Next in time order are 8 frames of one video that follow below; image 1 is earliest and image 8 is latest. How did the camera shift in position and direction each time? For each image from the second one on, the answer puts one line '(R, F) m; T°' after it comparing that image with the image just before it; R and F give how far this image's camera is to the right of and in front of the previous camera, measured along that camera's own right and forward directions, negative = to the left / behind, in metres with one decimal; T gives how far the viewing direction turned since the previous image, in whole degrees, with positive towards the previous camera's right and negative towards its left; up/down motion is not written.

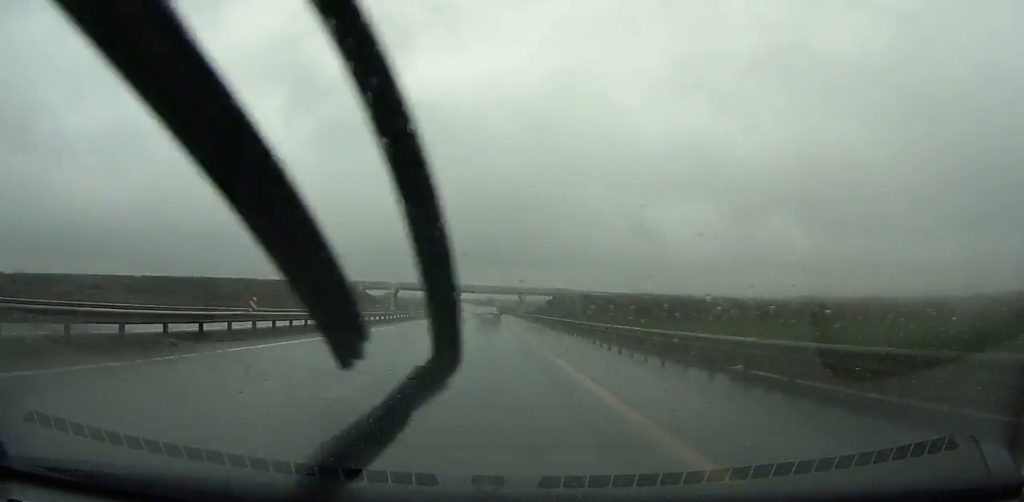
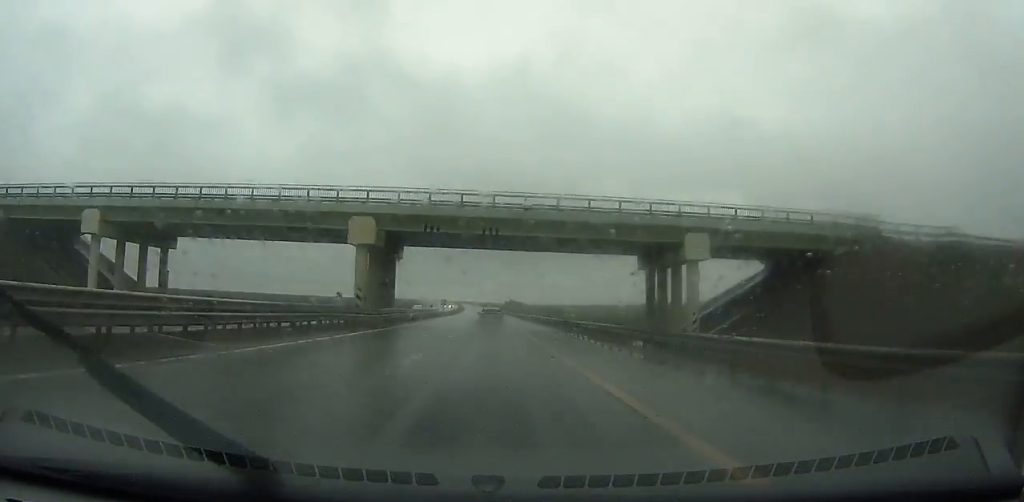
(-1.8, +151.0) m; -1°
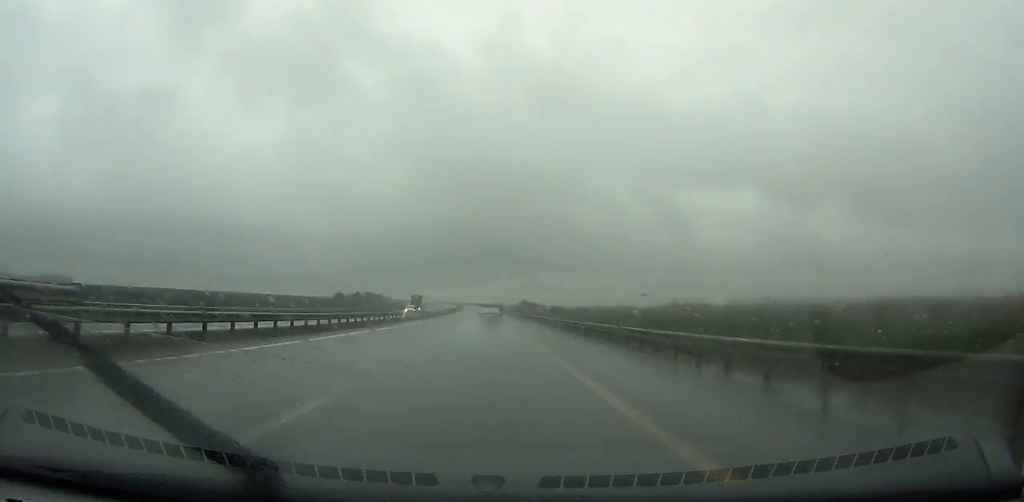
(-0.1, +79.3) m; -1°
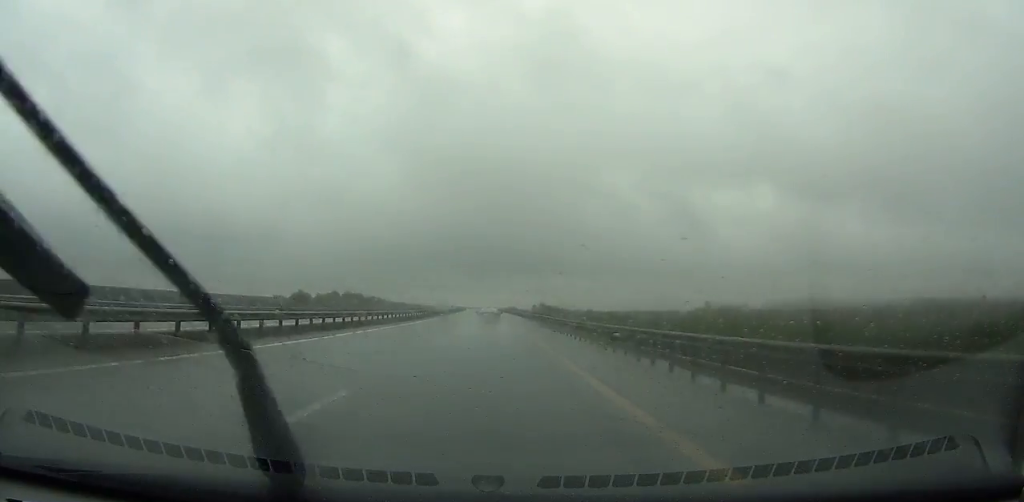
(-0.7, +83.3) m; -1°
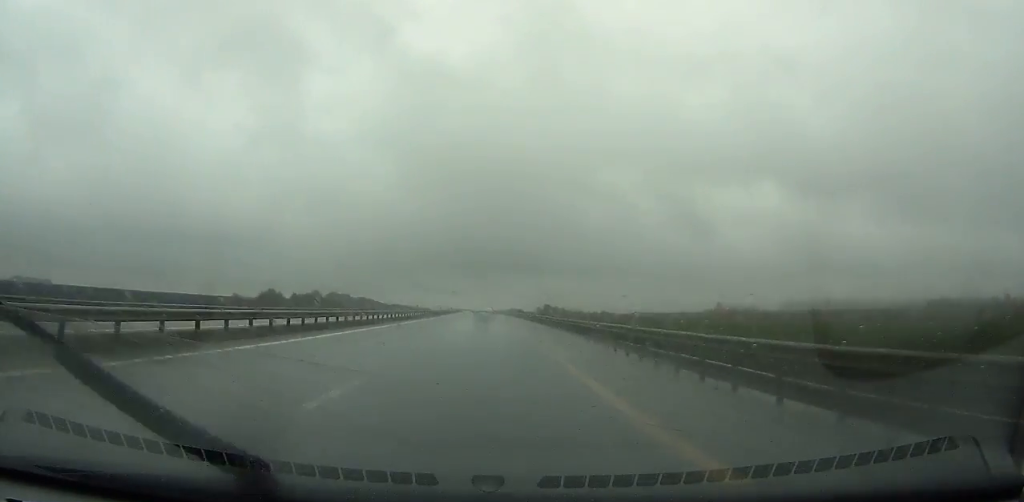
(-0.2, +34.7) m; -1°
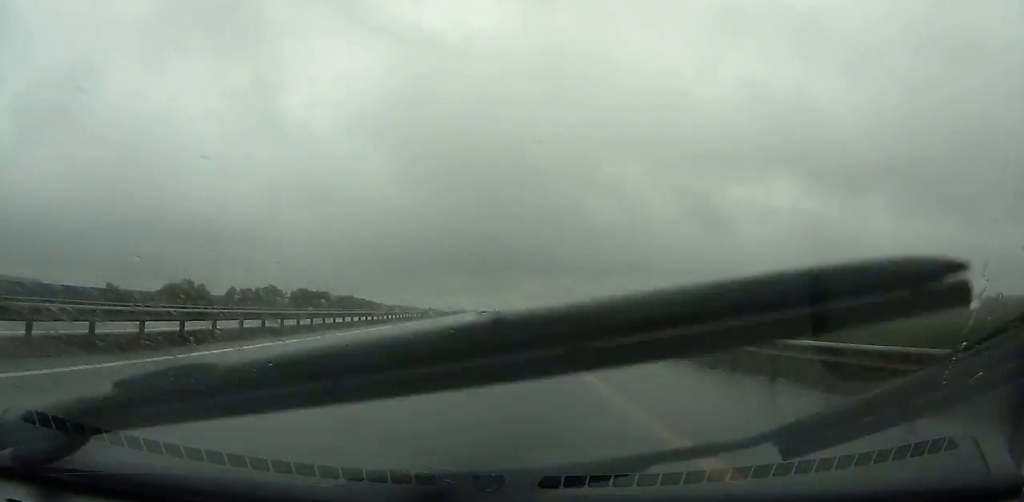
(-0.7, +69.7) m; -1°
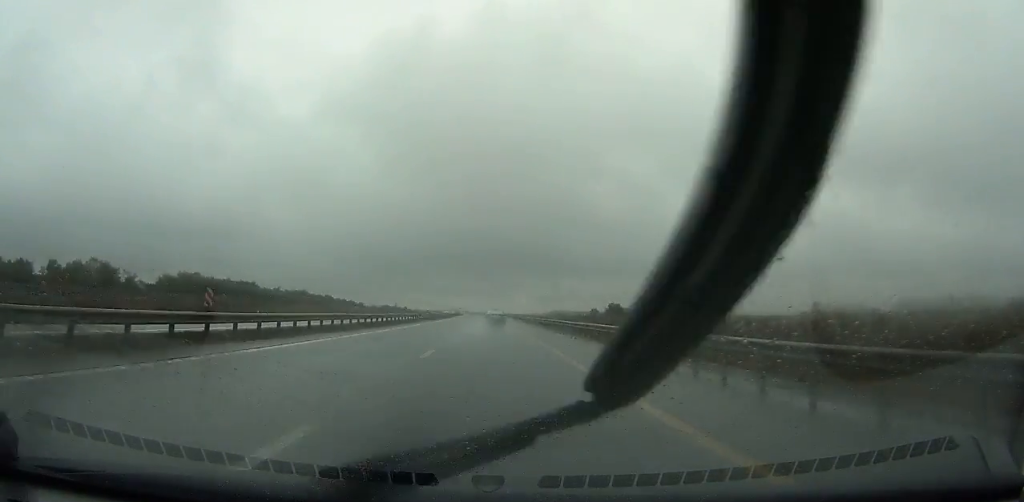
(-1.3, +102.2) m; -1°
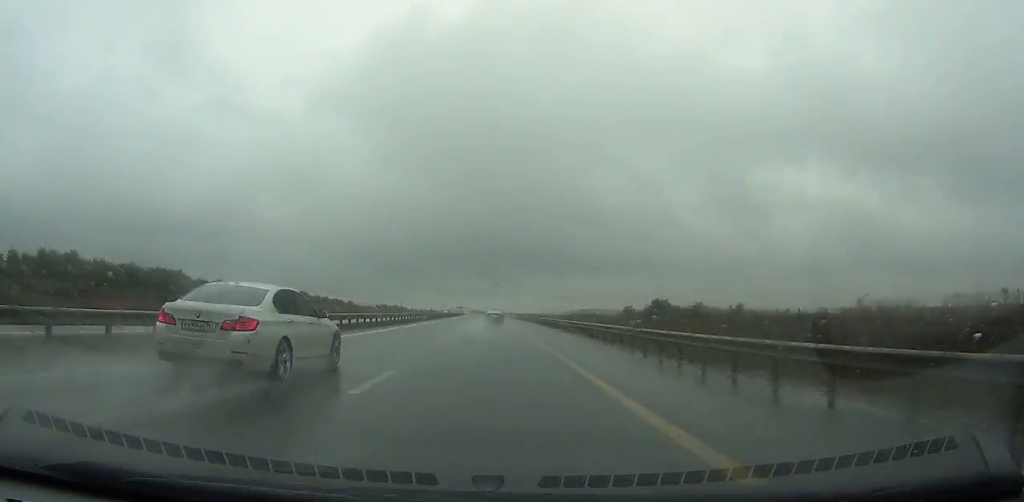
(-0.2, +55.5) m; 0°
